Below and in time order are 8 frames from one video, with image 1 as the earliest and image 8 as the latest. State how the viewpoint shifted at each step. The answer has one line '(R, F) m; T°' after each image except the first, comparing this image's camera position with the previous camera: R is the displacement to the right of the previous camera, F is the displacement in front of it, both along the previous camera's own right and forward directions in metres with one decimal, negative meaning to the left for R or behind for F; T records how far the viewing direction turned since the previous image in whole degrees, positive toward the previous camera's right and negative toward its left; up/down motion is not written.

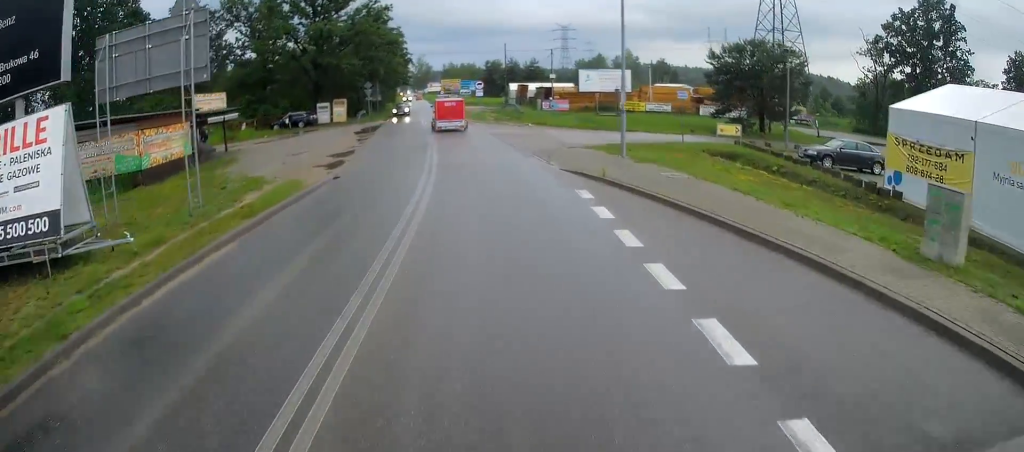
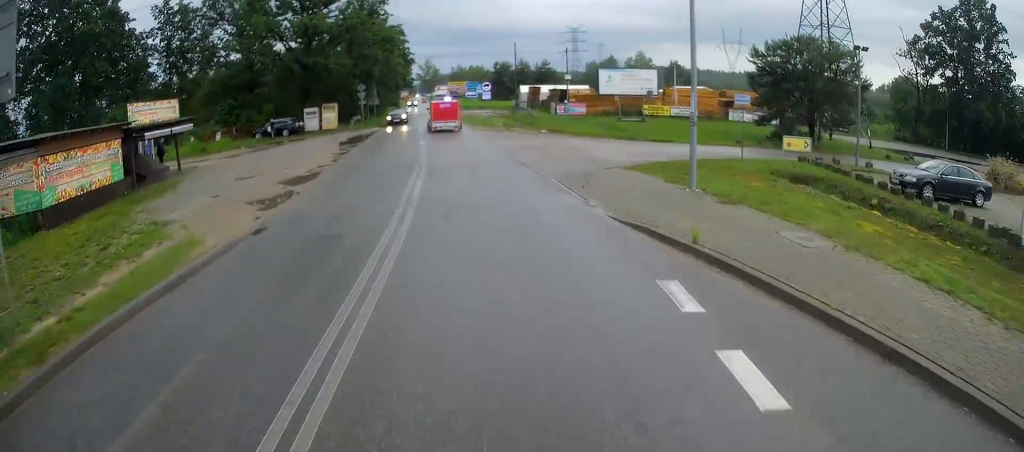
(-0.1, +6.2) m; +1°
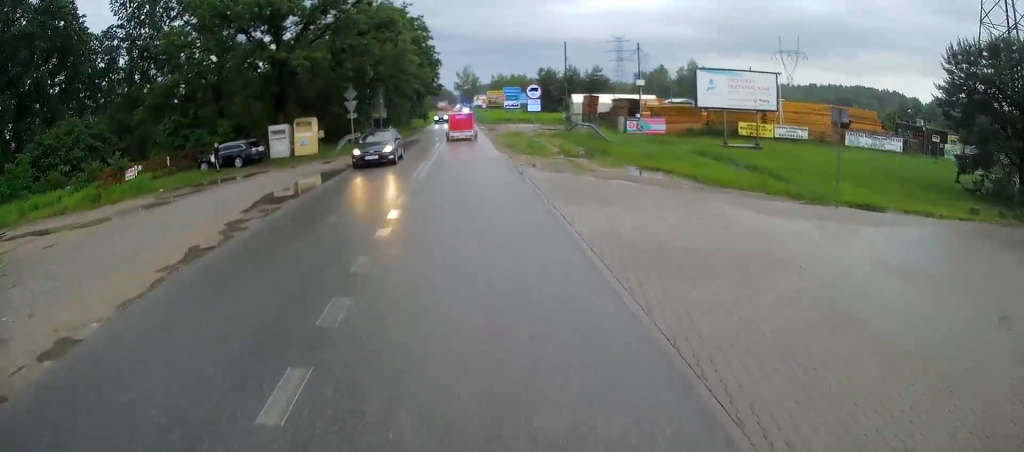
(-0.2, +16.1) m; -3°
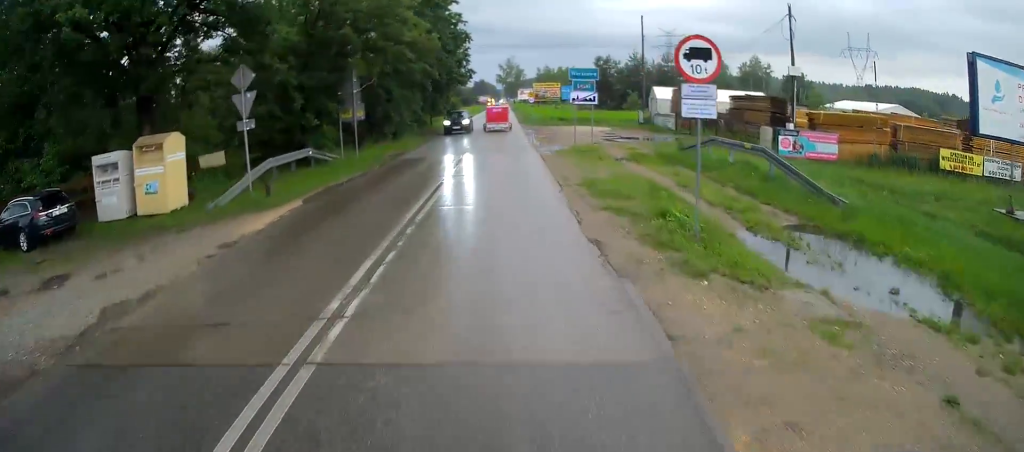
(-0.6, +20.1) m; -4°
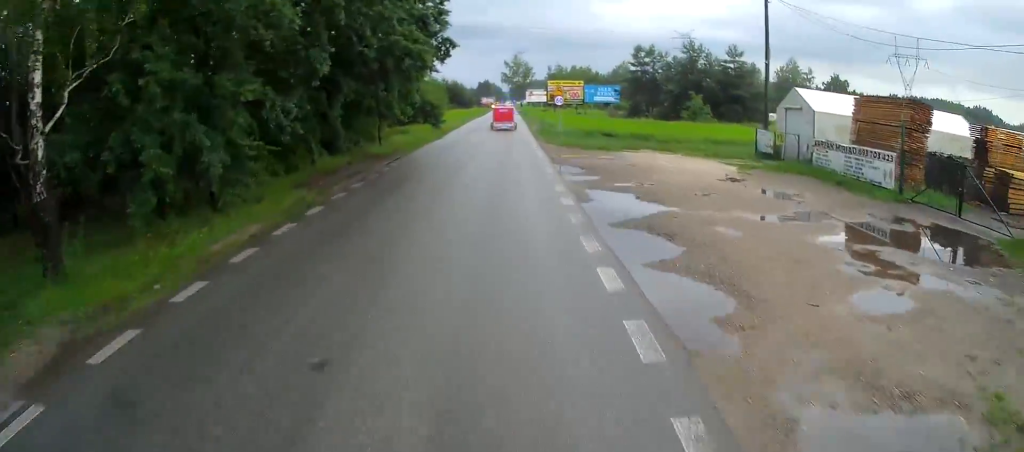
(-0.7, +25.5) m; -2°
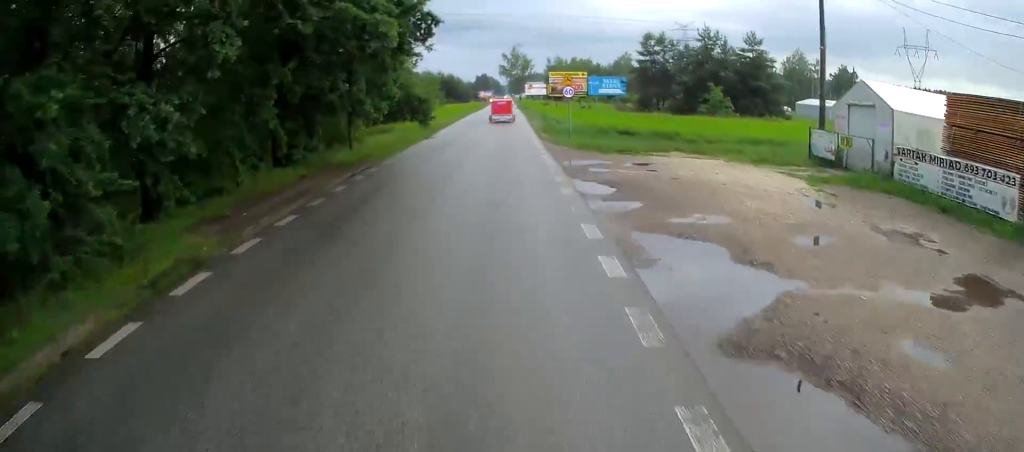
(-0.1, +5.9) m; 0°
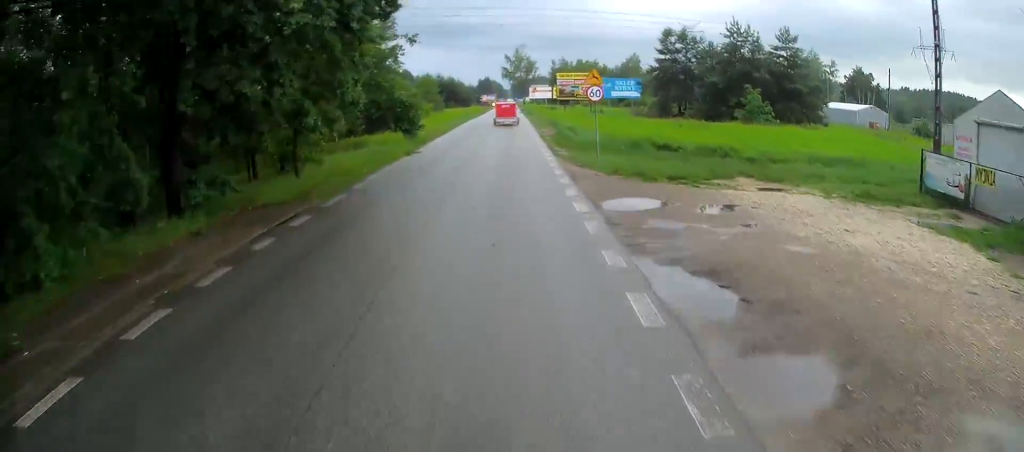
(-0.1, +7.4) m; 0°
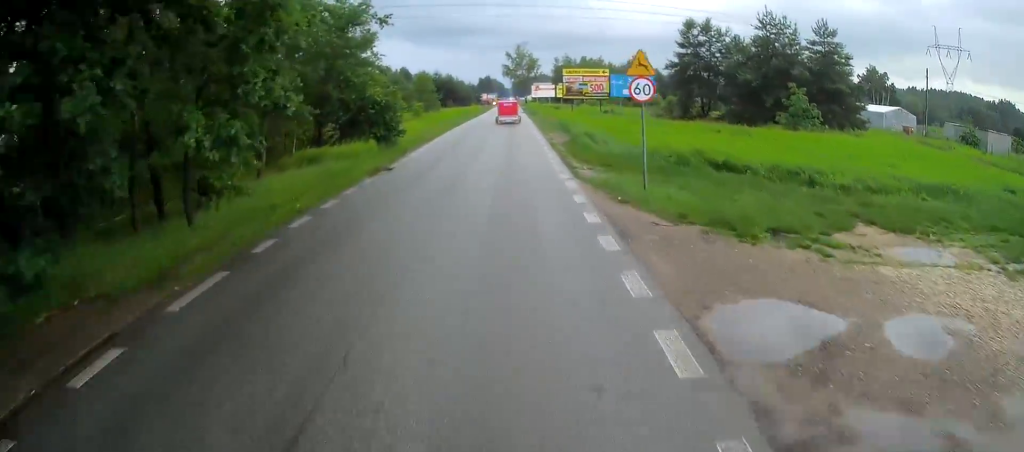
(+0.2, +7.1) m; +1°
